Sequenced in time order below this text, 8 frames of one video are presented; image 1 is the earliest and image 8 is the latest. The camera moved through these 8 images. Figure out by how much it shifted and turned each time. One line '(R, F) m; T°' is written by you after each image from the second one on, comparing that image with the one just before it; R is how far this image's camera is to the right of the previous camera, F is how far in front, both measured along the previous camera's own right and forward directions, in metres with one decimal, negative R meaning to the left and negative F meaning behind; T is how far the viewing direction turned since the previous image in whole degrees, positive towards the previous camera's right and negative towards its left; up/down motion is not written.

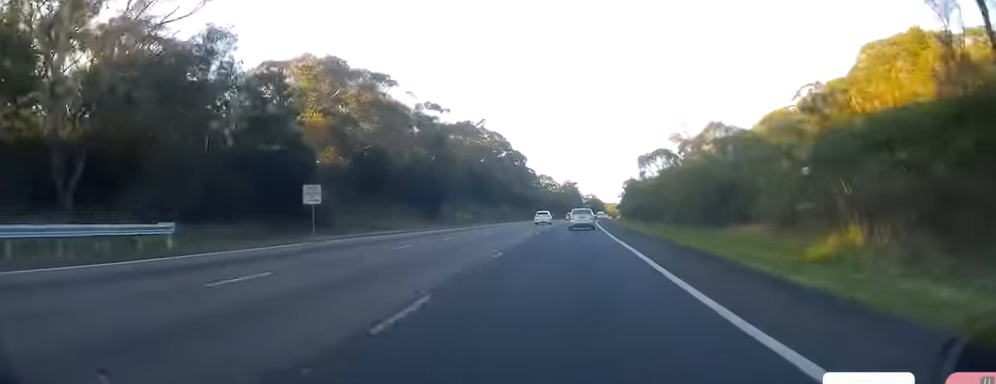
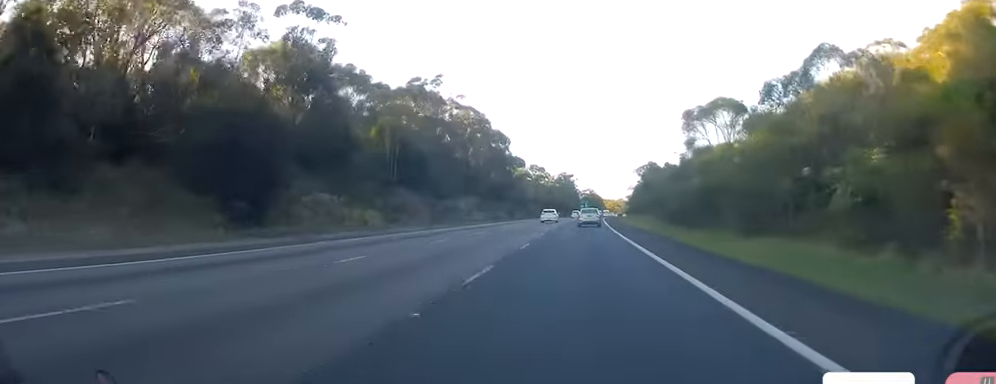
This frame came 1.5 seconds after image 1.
(+0.3, +41.9) m; 0°
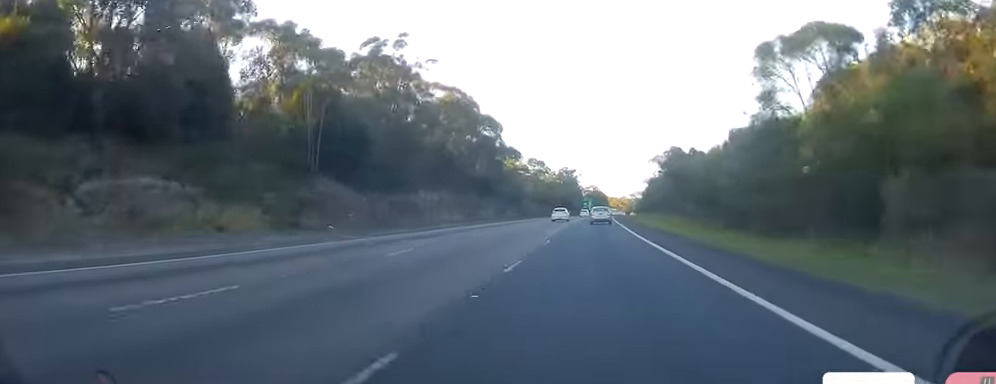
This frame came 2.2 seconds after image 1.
(-0.3, +21.9) m; +1°
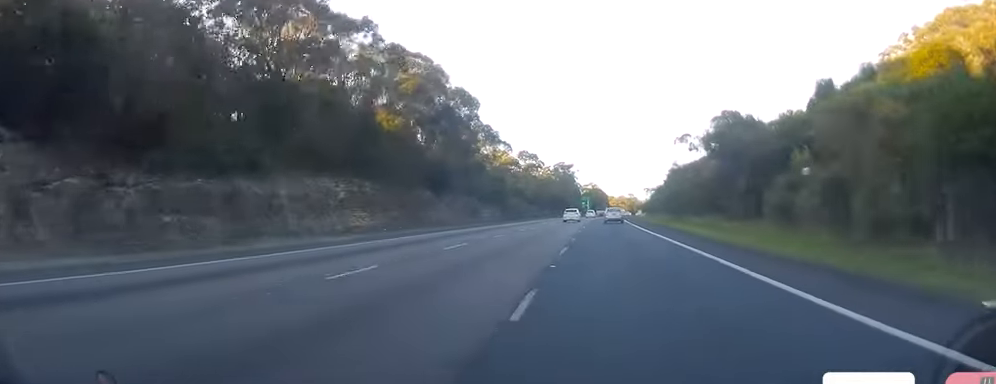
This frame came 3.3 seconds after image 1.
(+0.7, +30.5) m; 0°
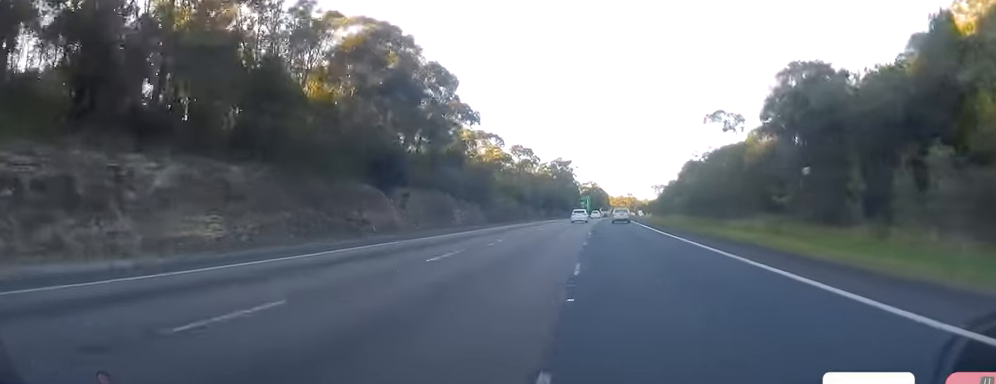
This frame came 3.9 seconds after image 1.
(-0.2, +18.2) m; -1°
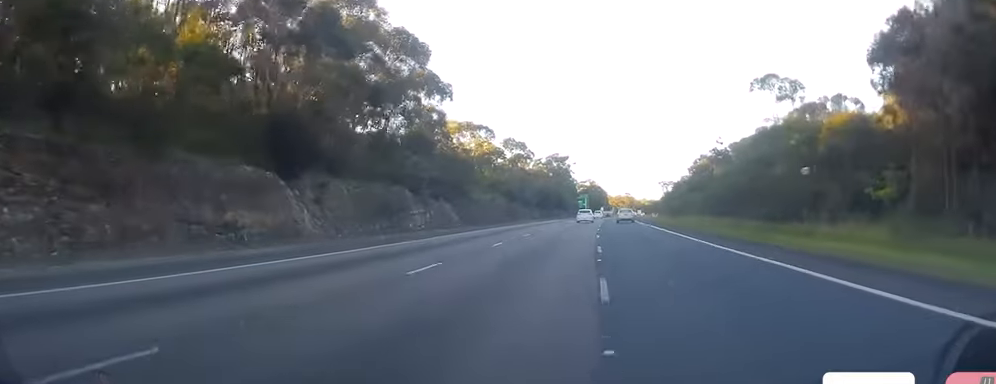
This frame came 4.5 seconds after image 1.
(-0.4, +16.3) m; -1°
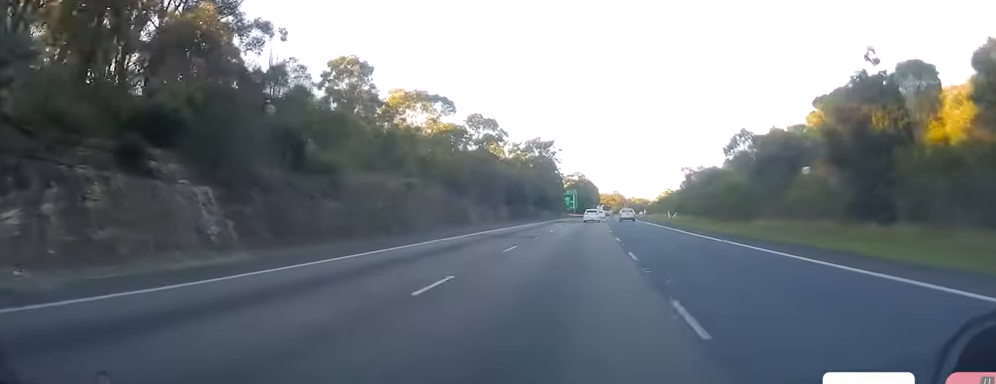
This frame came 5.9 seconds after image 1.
(+1.0, +39.5) m; +2°
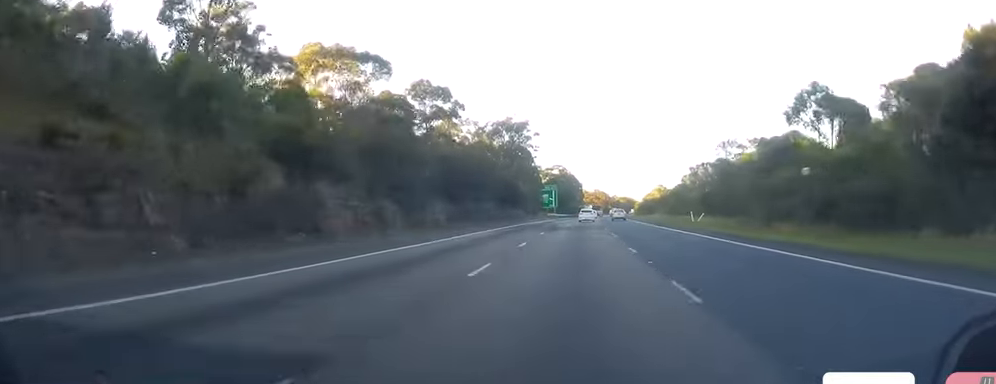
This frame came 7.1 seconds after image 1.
(+0.3, +32.8) m; +1°
